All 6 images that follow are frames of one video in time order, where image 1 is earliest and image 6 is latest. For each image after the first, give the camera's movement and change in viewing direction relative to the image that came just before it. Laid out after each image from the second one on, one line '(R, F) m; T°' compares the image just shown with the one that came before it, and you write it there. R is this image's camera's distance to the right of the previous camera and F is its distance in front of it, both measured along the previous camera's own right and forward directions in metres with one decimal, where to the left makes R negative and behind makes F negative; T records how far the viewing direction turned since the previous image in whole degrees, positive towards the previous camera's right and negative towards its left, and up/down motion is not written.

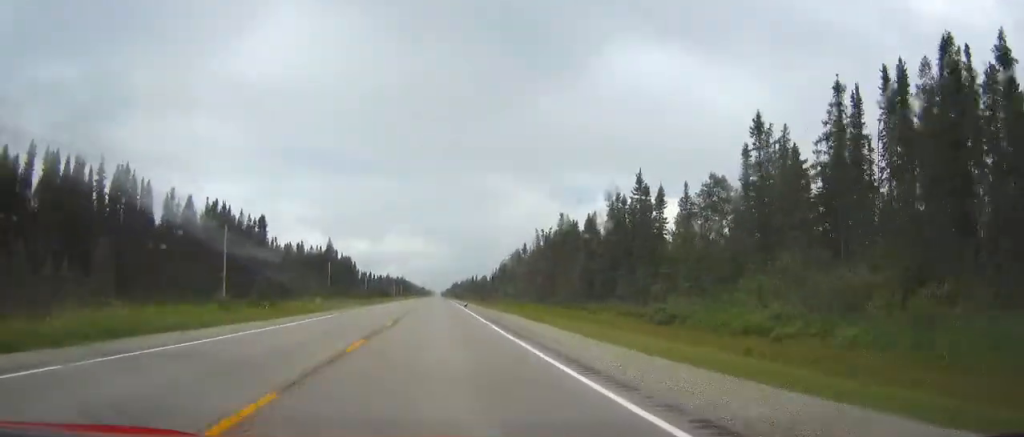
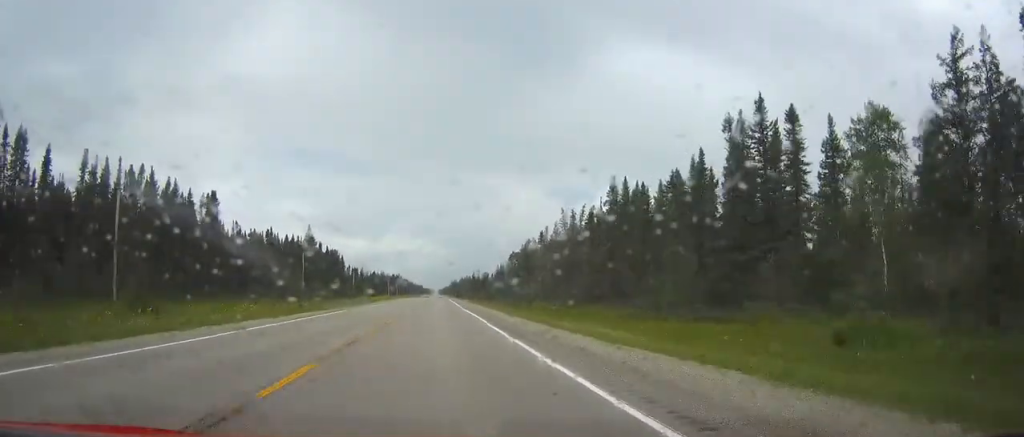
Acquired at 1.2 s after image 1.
(0.0, +38.4) m; 0°
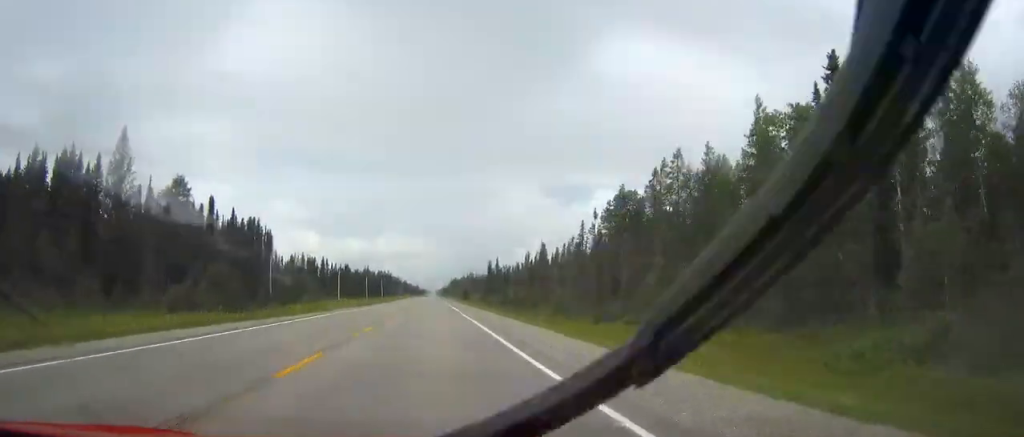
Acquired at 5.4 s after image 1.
(0.0, +133.9) m; 0°
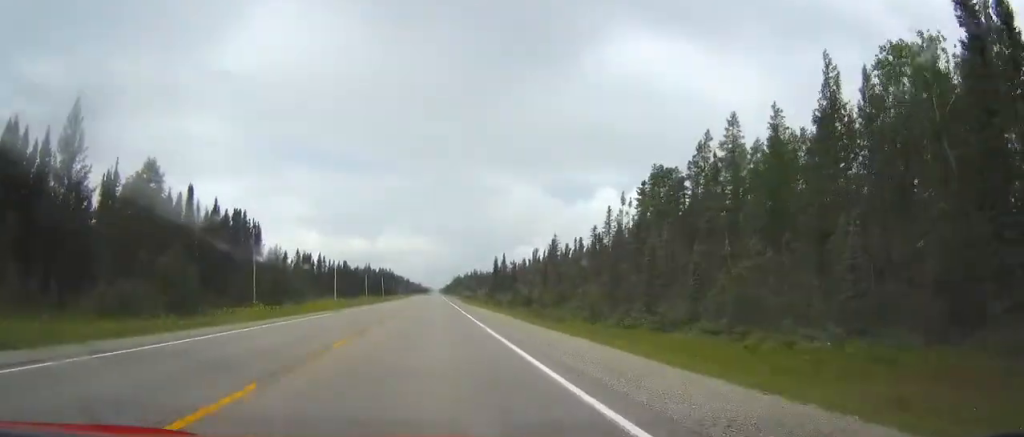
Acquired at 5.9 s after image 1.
(0.0, +14.8) m; 0°
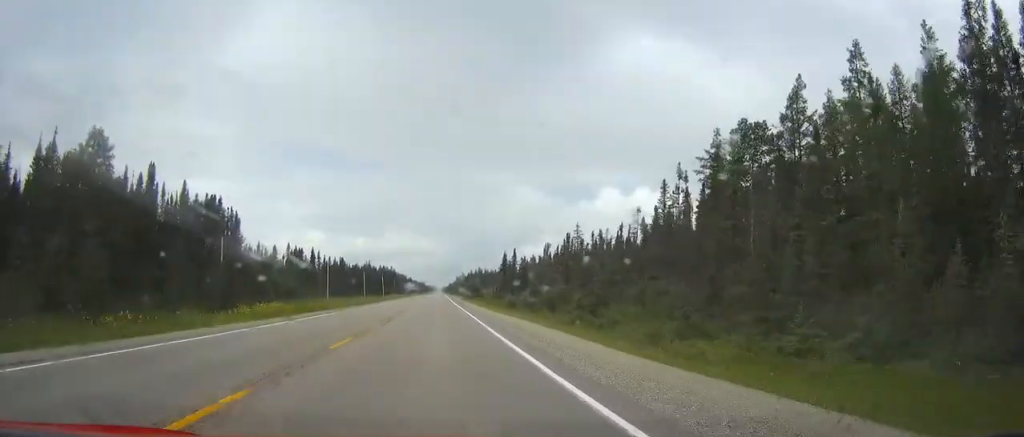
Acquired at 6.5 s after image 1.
(0.0, +21.1) m; 0°
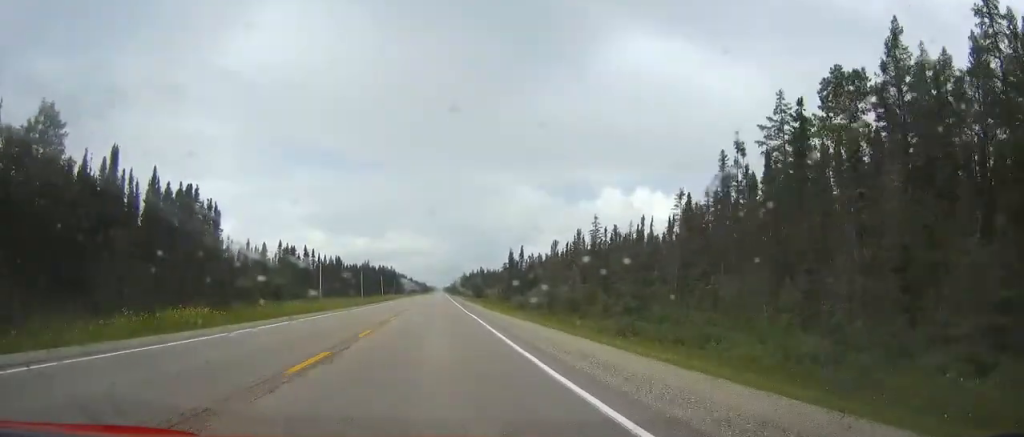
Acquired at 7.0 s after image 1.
(0.0, +14.8) m; 0°
